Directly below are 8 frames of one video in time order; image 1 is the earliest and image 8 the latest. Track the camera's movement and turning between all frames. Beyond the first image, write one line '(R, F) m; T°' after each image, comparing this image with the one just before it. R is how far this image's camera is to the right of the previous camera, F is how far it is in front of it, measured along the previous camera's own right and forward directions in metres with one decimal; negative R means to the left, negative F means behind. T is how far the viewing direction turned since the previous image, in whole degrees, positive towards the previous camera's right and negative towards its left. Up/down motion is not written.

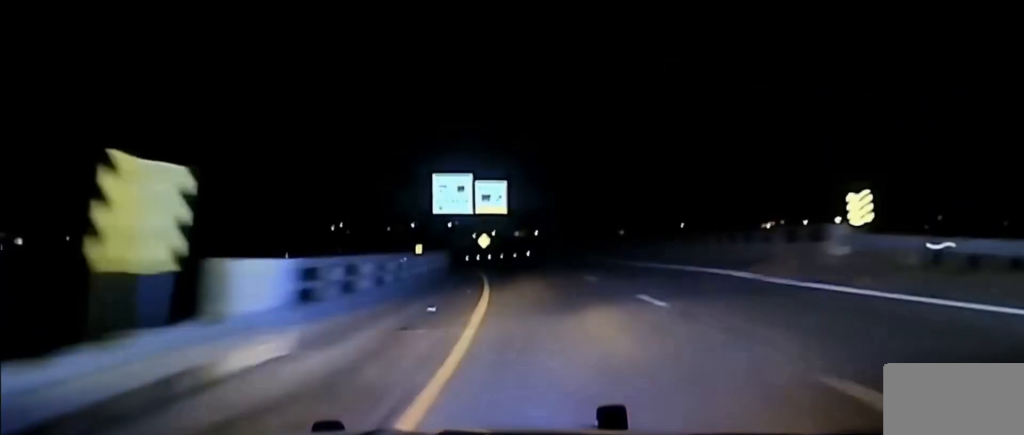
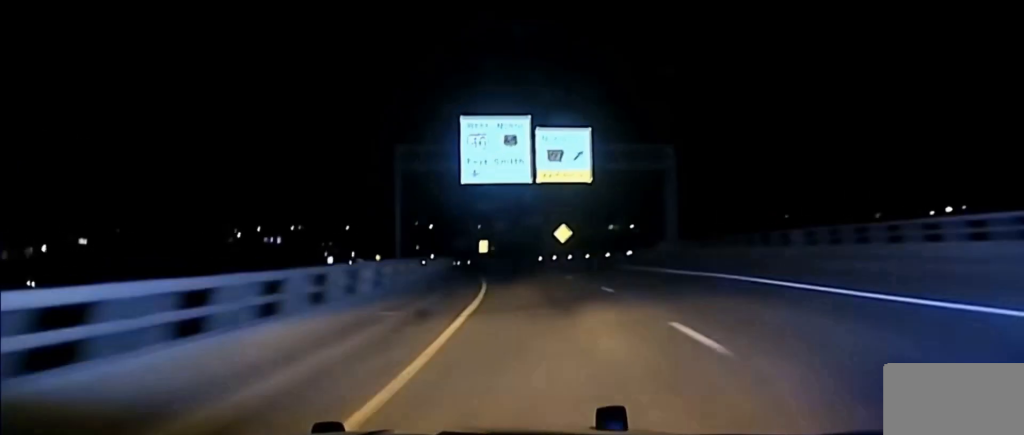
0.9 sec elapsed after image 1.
(-1.2, +38.2) m; -5°
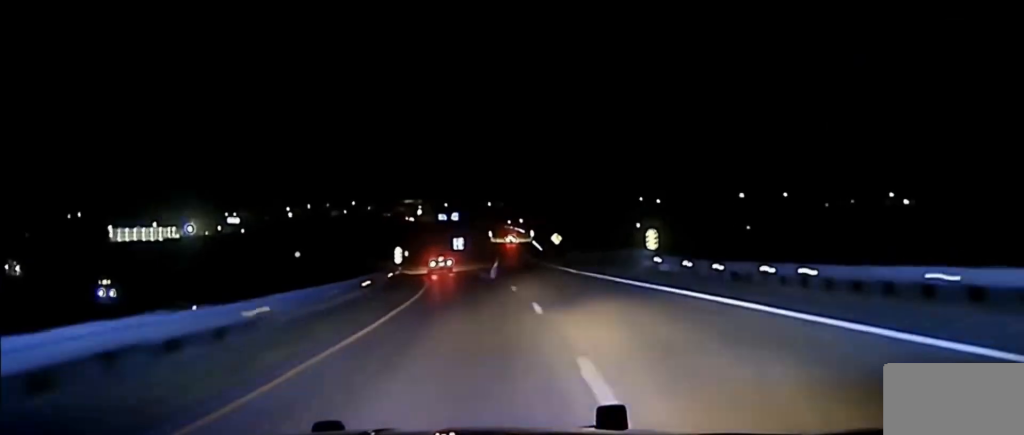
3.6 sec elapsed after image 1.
(-19.0, +115.9) m; -16°
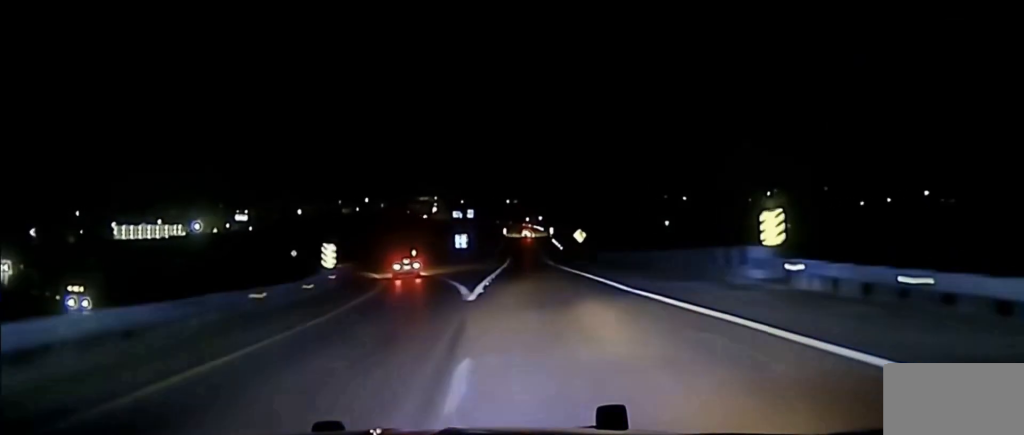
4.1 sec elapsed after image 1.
(+0.1, +22.2) m; -1°
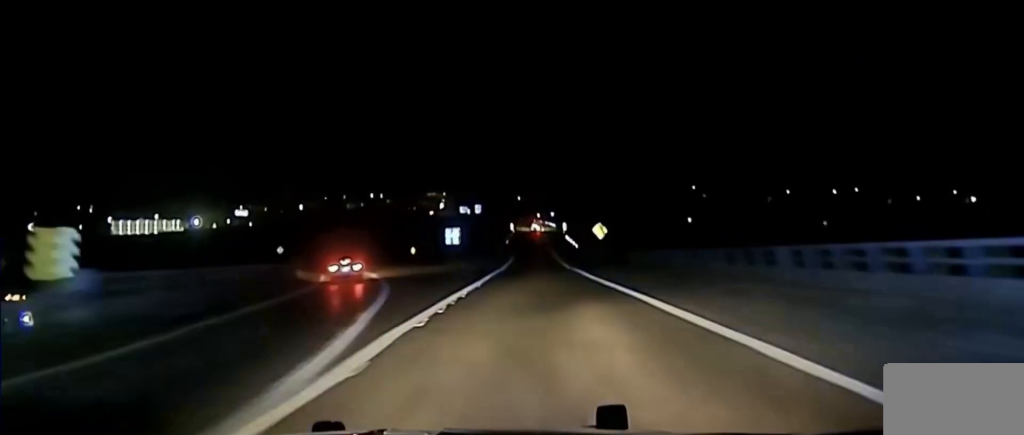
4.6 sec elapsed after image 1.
(-0.4, +21.7) m; -1°
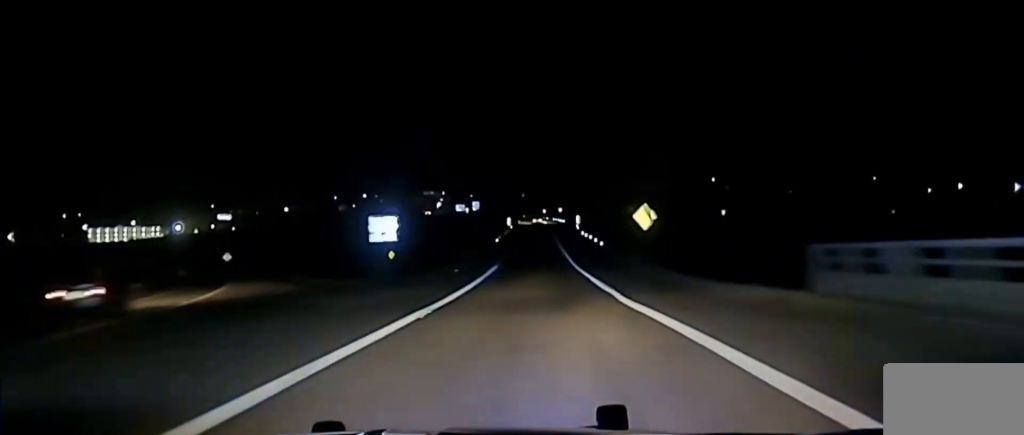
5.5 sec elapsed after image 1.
(-1.1, +41.2) m; -2°
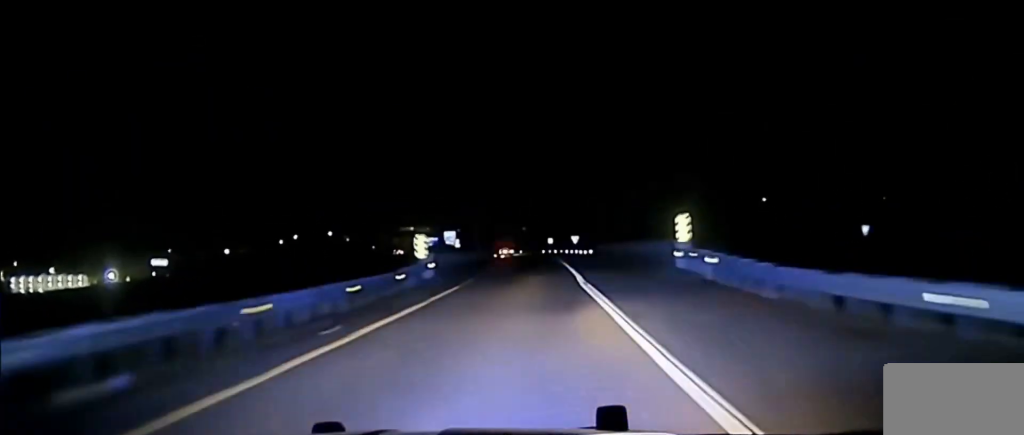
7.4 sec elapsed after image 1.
(-0.3, +92.5) m; 0°
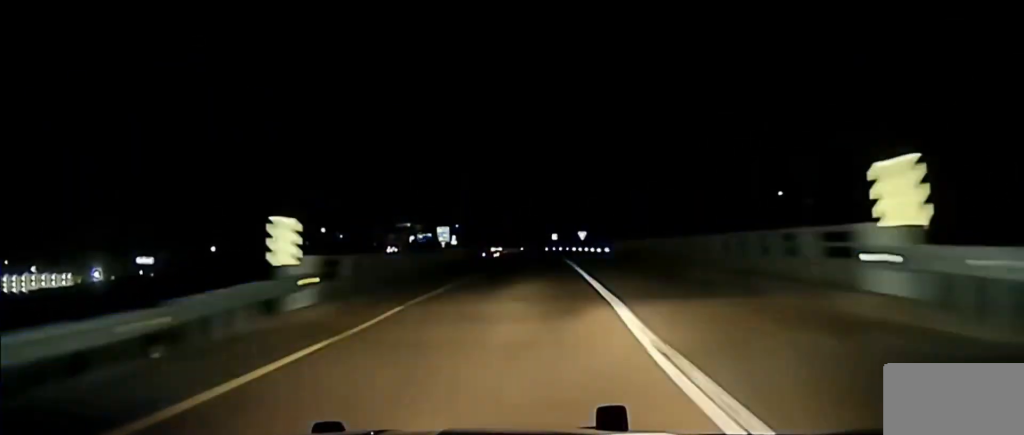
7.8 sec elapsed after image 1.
(0.0, +18.0) m; 0°
